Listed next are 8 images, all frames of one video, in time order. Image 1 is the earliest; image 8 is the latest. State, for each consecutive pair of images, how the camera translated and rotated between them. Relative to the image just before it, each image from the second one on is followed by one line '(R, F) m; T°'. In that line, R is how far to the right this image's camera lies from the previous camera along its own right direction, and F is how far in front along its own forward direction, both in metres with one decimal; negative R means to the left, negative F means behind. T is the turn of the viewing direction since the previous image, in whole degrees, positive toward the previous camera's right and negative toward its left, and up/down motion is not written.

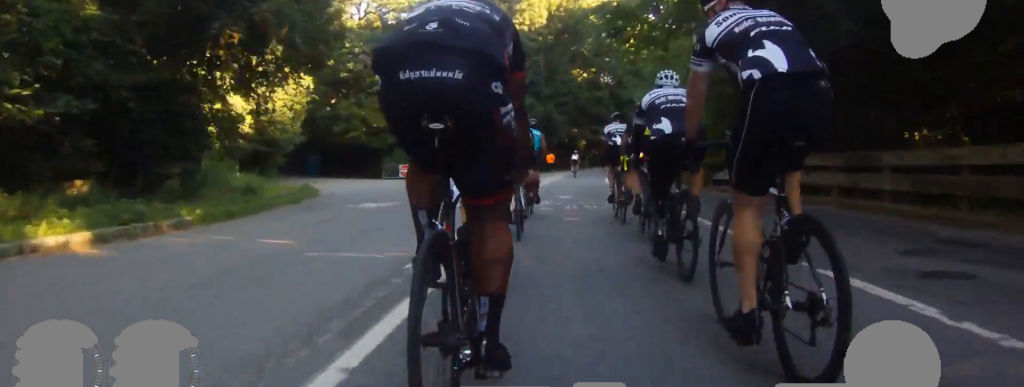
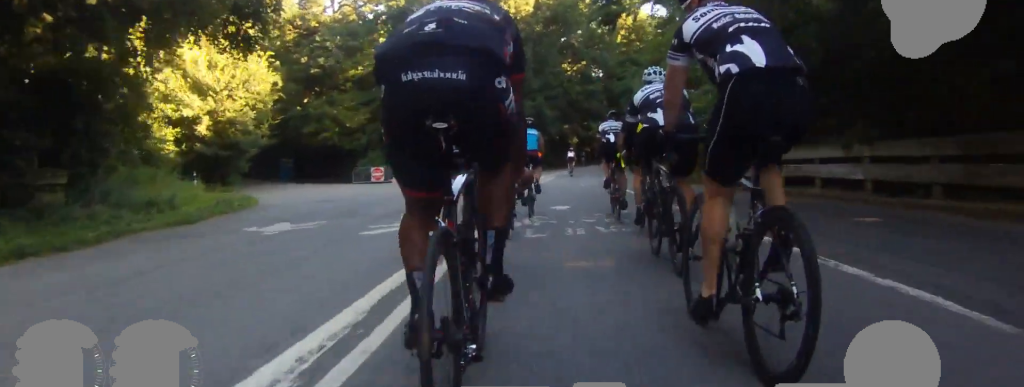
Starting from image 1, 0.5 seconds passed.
(+0.1, +4.5) m; +2°
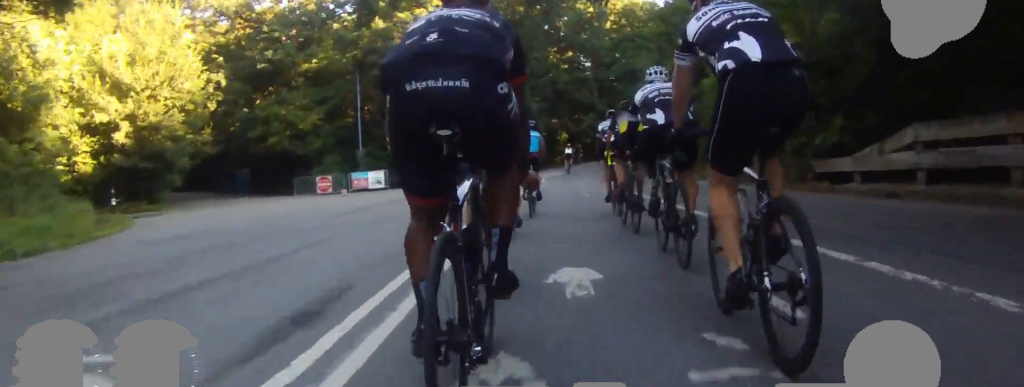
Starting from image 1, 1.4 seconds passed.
(0.0, +7.2) m; 0°
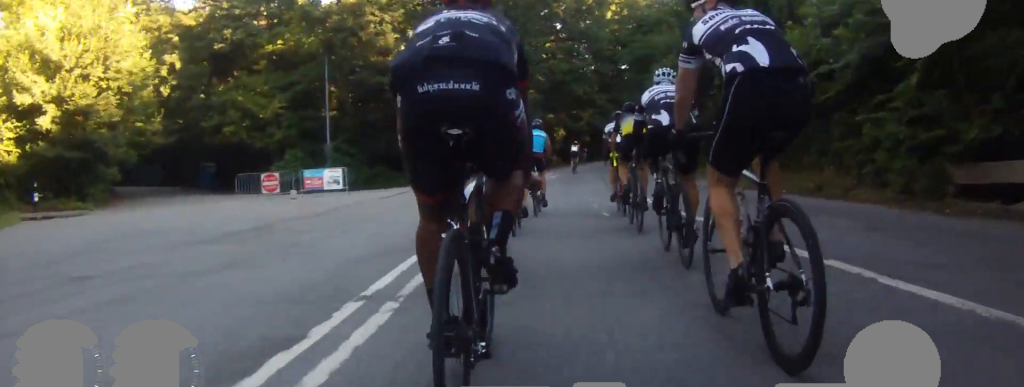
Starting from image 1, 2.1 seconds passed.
(0.0, +5.5) m; 0°
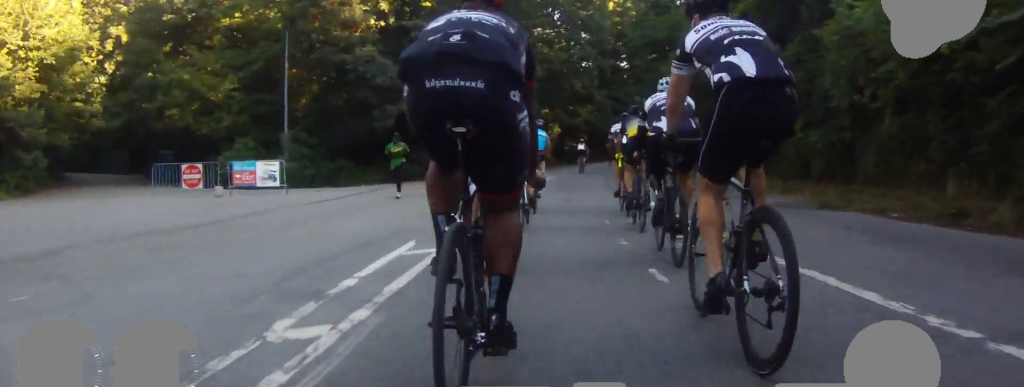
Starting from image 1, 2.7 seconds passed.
(0.0, +5.2) m; 0°
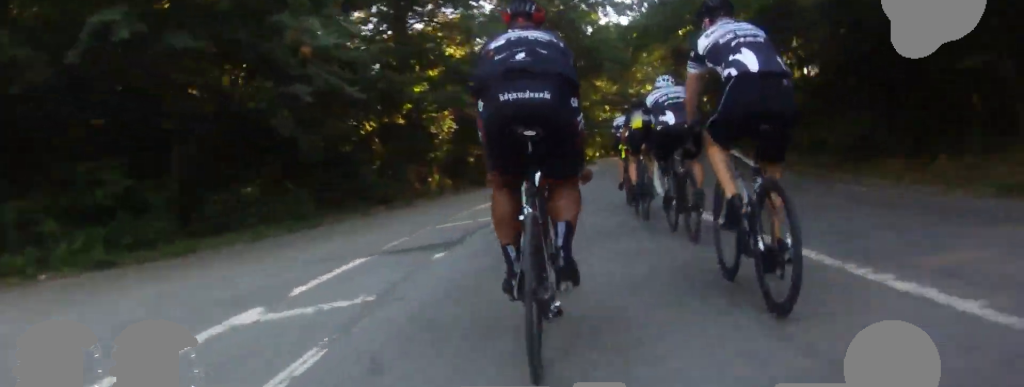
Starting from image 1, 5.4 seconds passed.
(+2.2, +21.7) m; +15°
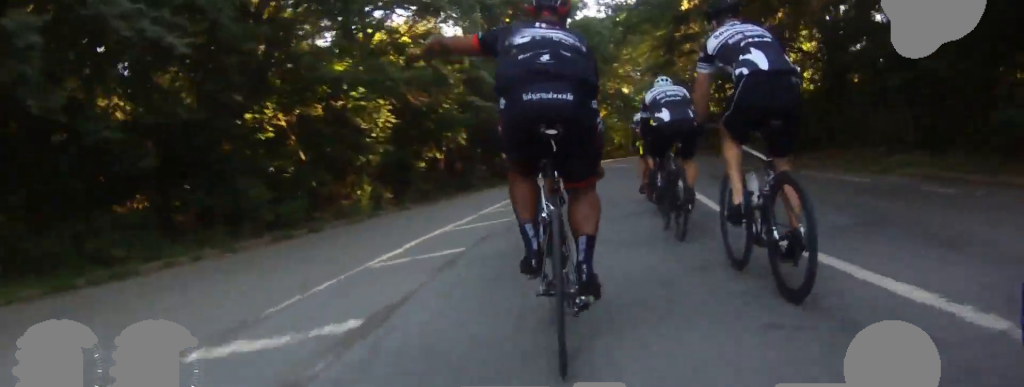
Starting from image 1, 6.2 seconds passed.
(+0.1, +6.7) m; -5°
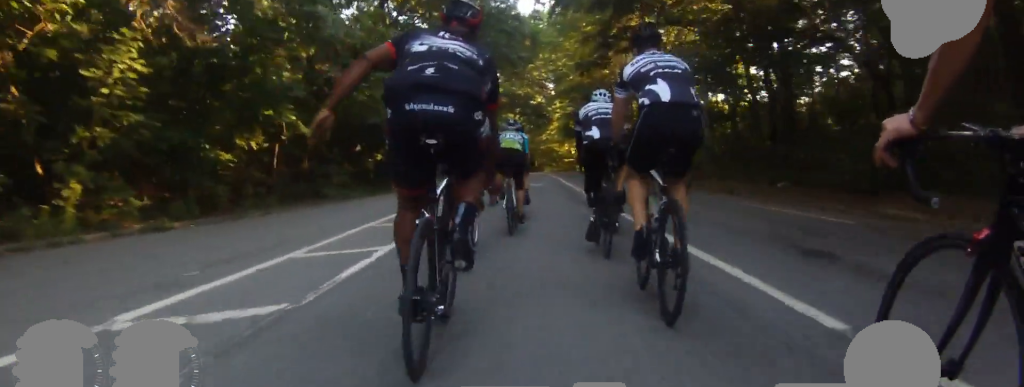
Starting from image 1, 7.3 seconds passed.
(-0.9, +8.9) m; -2°
